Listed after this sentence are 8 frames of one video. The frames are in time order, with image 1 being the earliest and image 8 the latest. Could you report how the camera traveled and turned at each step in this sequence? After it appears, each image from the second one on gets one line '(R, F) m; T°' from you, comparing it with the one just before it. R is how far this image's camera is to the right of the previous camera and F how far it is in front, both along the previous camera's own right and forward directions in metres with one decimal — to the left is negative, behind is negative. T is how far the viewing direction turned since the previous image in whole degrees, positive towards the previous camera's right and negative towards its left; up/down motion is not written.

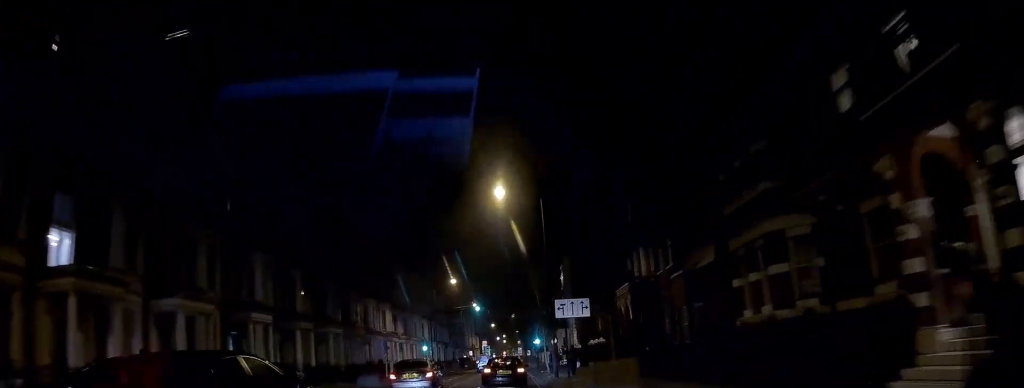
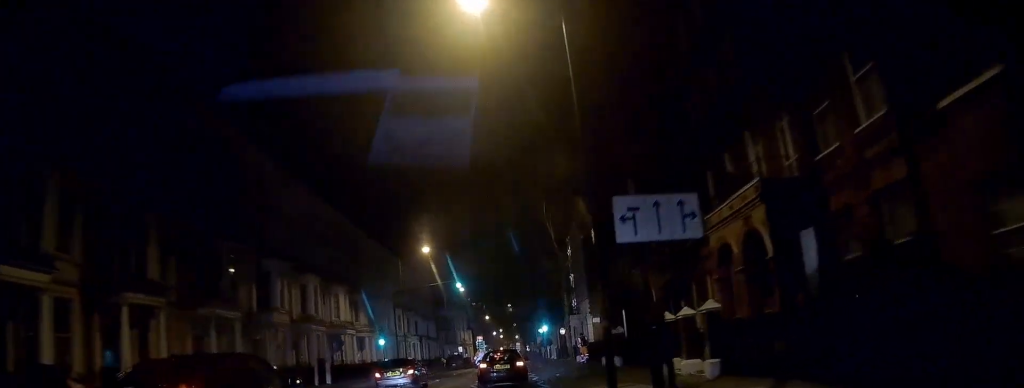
(-0.2, +18.7) m; 0°
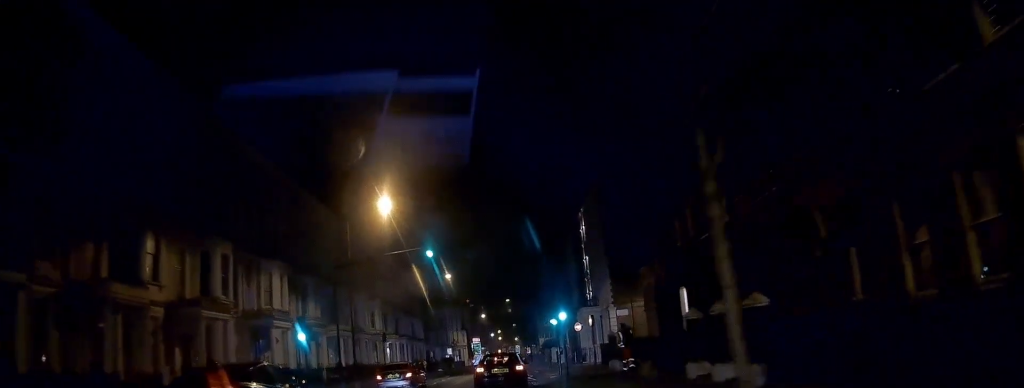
(+0.2, +16.0) m; +1°
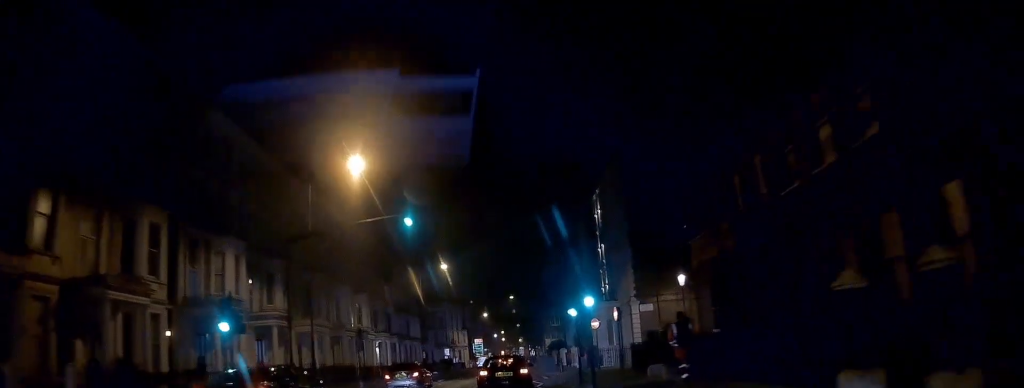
(+0.1, +7.9) m; 0°
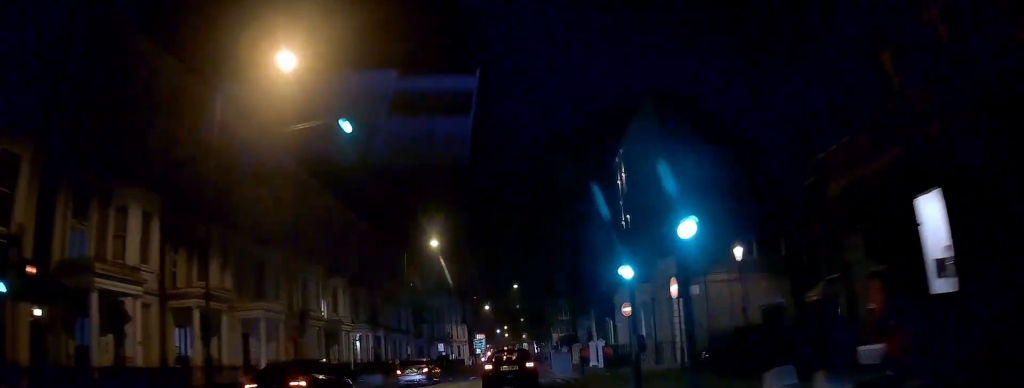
(-0.1, +10.0) m; -1°
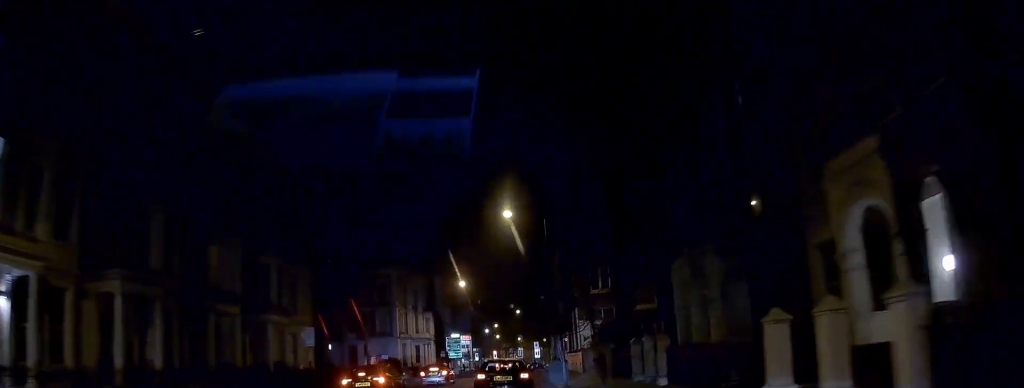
(-0.2, +41.7) m; 0°
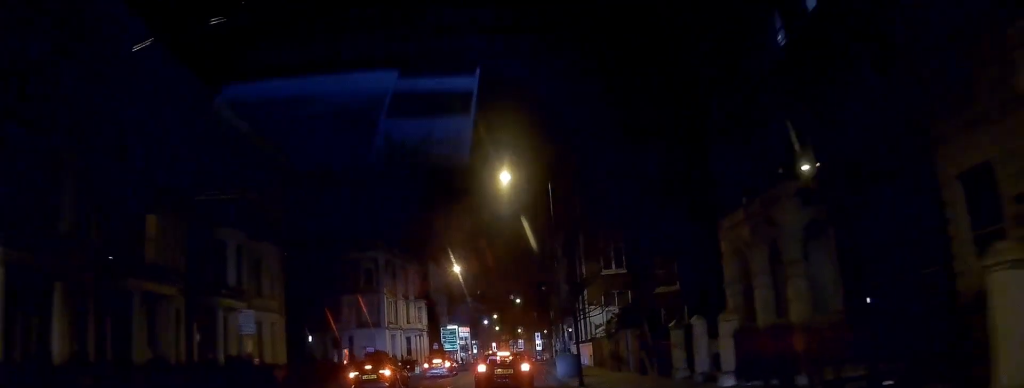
(+0.1, +6.1) m; 0°
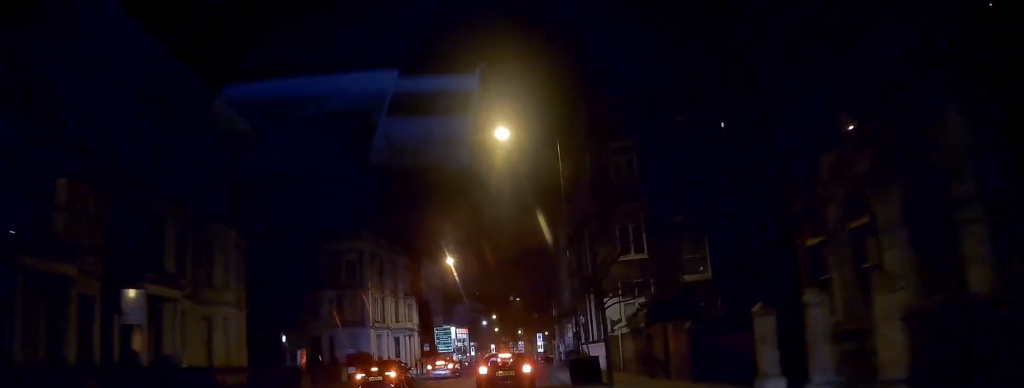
(+0.1, +6.5) m; 0°
